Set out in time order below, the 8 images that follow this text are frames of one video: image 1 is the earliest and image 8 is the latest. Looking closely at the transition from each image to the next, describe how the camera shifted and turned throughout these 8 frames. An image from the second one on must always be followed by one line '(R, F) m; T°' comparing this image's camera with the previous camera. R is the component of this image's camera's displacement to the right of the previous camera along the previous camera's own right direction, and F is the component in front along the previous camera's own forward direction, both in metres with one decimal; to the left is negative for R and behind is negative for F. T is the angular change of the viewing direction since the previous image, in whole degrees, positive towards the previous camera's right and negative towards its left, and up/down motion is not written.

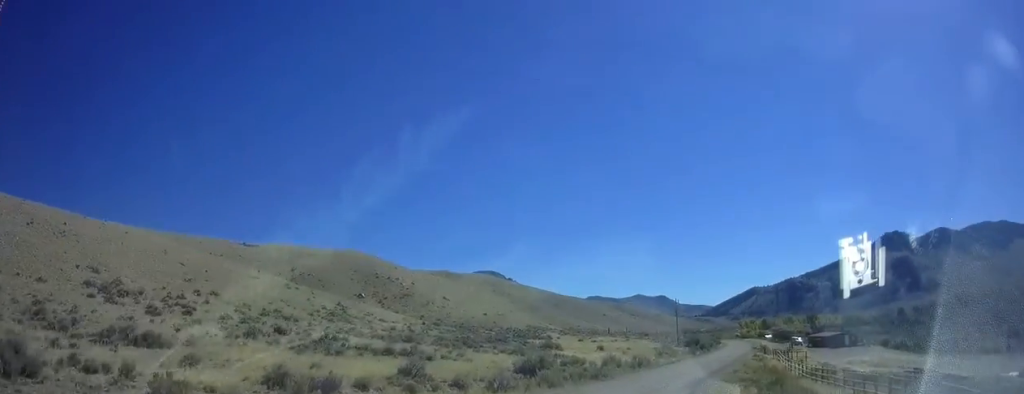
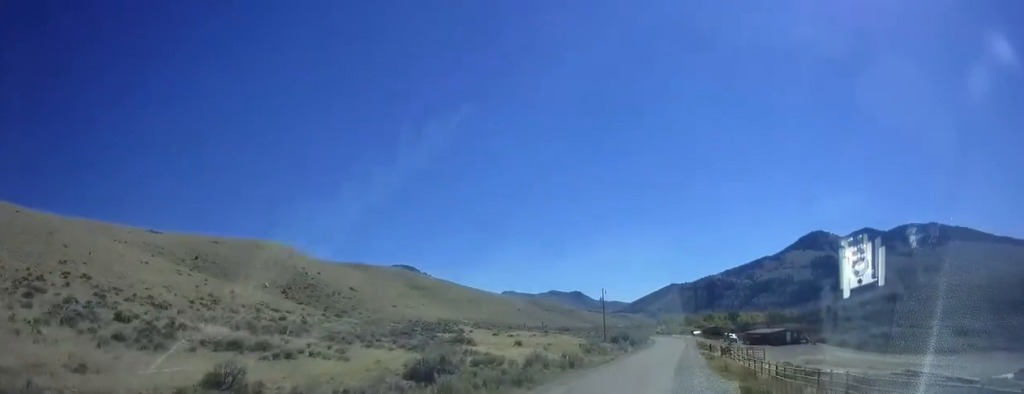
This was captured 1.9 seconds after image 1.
(+0.8, +14.2) m; +3°
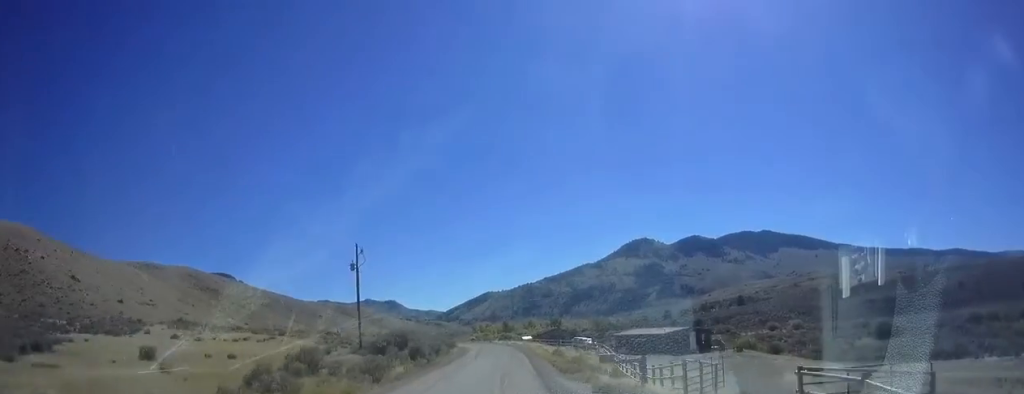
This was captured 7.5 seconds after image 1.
(+1.4, +49.8) m; +1°
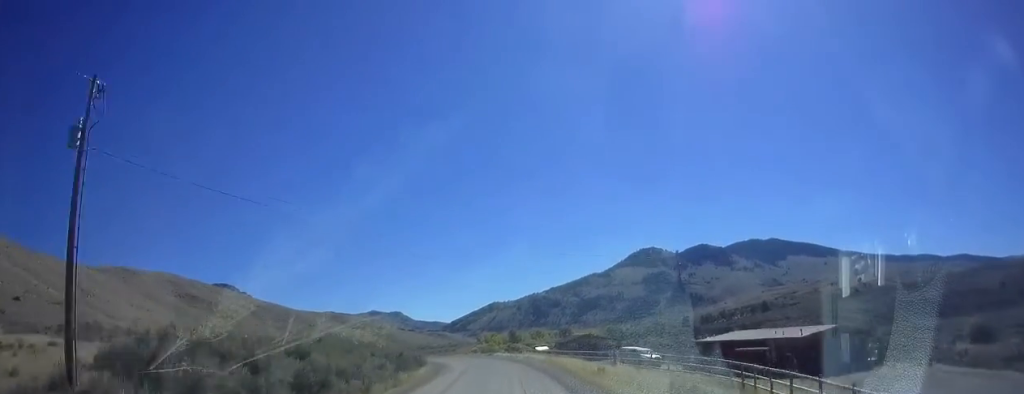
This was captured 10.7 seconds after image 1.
(-0.4, +32.6) m; -5°
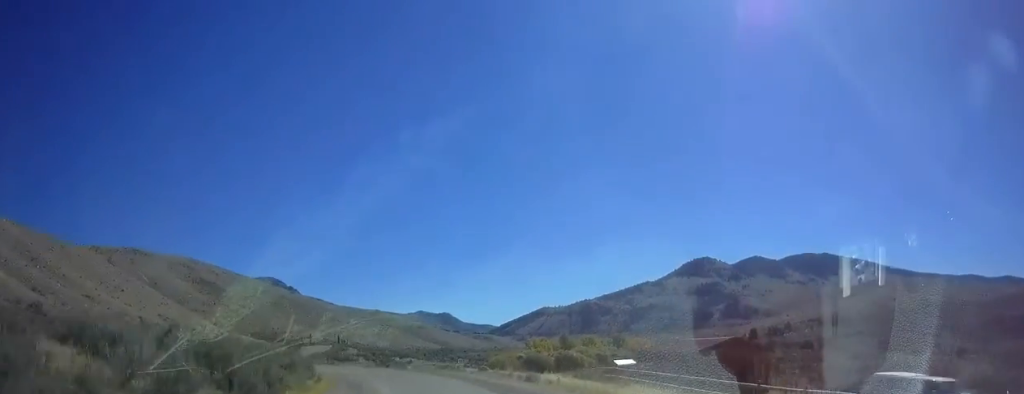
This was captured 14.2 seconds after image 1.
(-3.0, +36.6) m; -15°
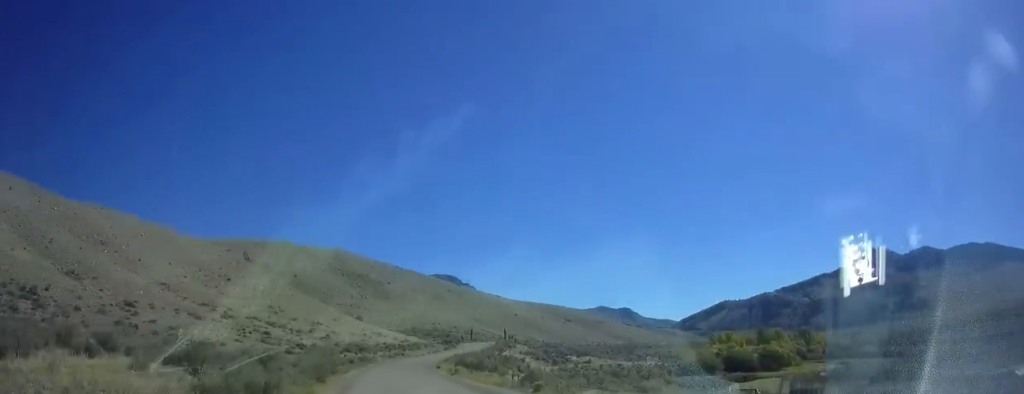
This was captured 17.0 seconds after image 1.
(-4.3, +29.5) m; -10°
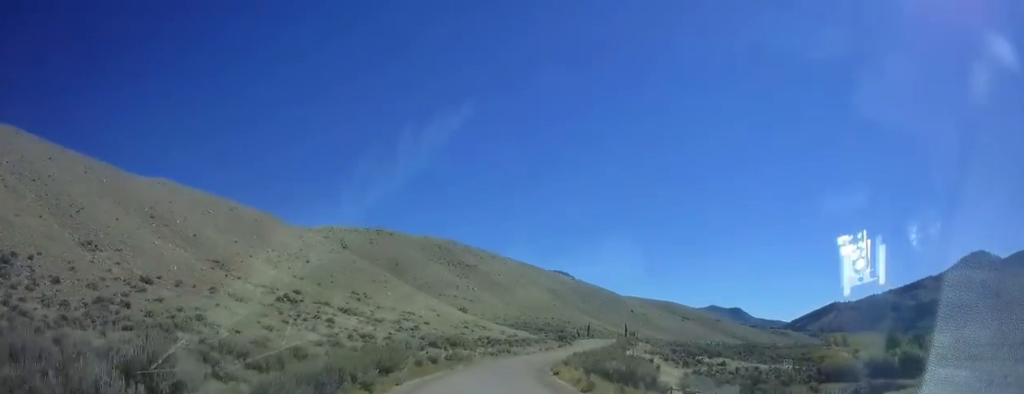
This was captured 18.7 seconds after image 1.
(-0.9, +18.4) m; -2°
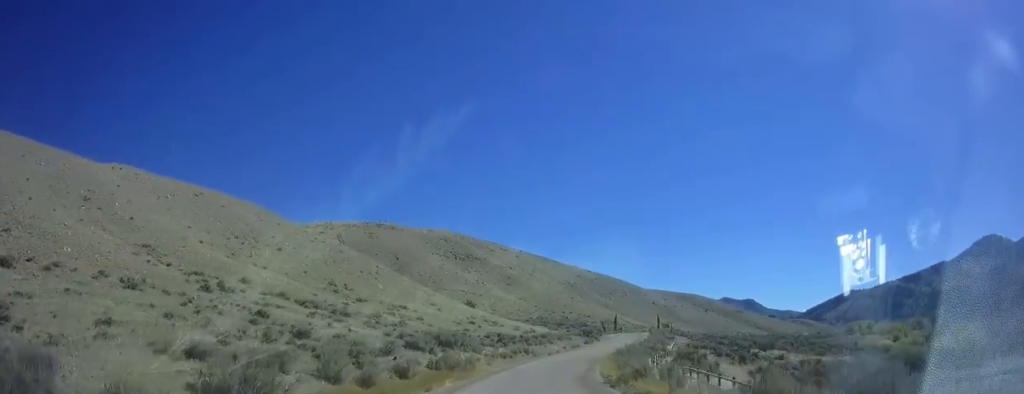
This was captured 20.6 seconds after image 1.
(-0.4, +20.6) m; +3°
